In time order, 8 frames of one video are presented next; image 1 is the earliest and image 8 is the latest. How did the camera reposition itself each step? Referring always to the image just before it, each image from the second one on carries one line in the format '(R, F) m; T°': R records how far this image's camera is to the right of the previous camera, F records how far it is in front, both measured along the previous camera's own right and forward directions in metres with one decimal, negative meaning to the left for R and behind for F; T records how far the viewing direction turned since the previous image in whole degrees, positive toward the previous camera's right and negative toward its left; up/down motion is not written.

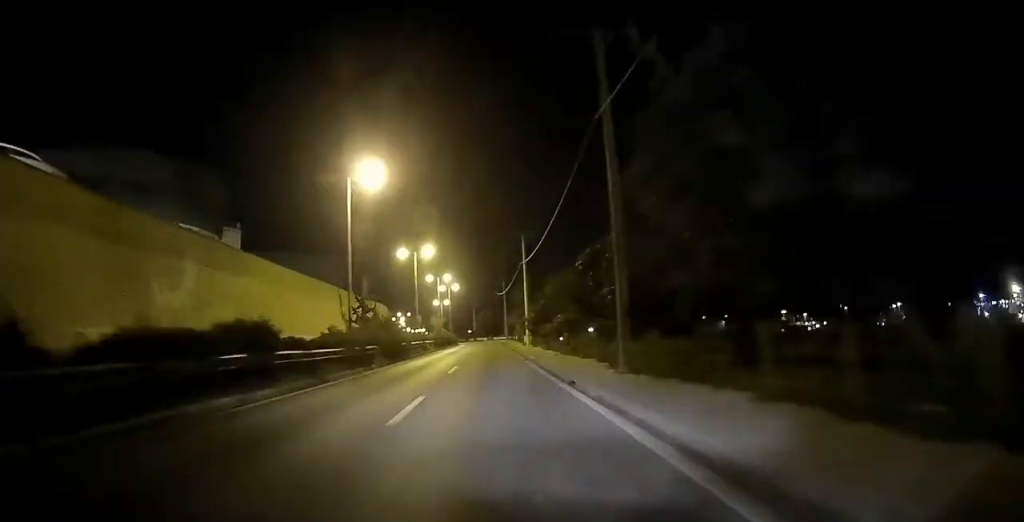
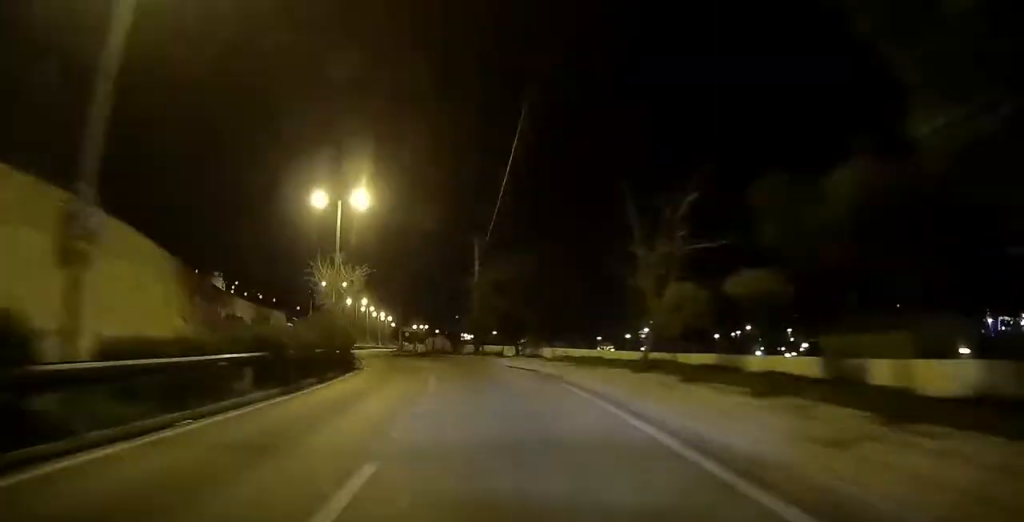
(-2.4, +100.5) m; -5°
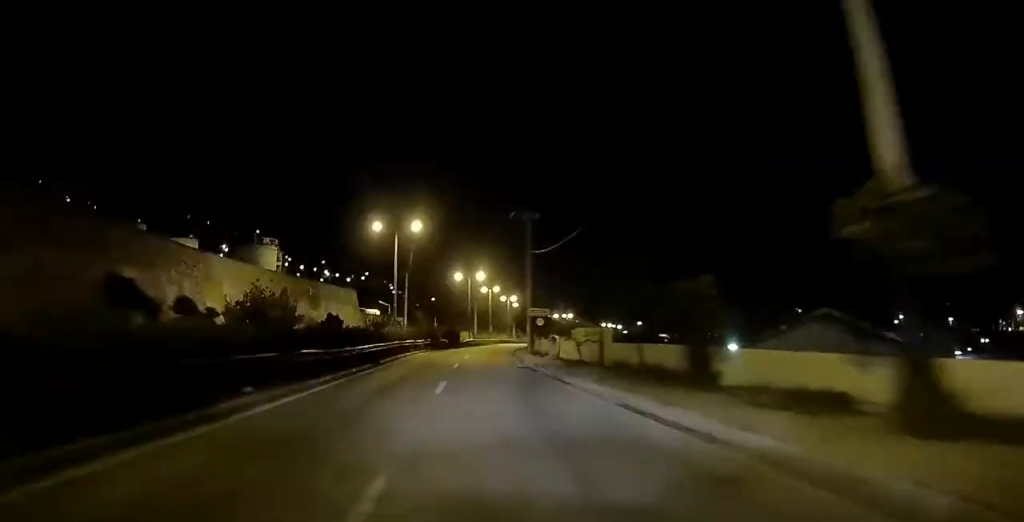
(-1.1, +40.5) m; -1°
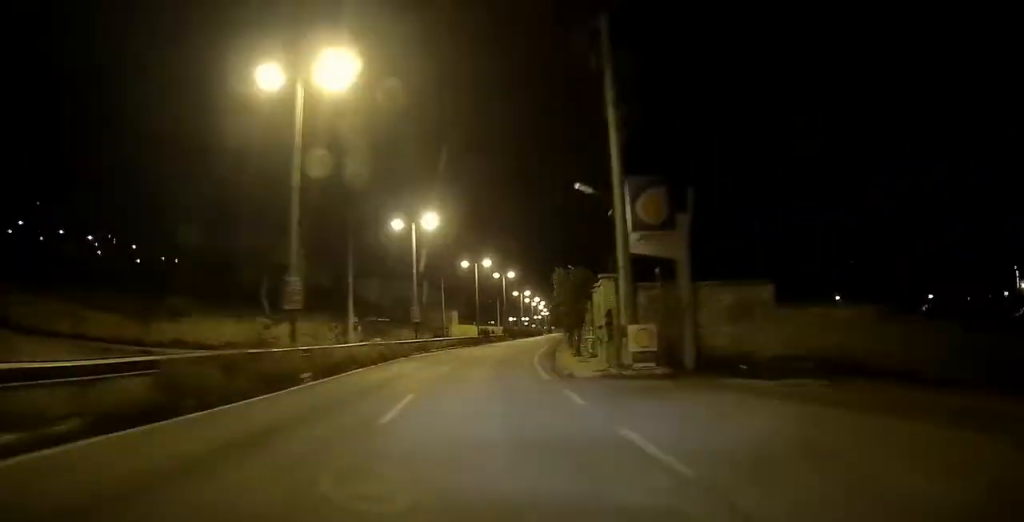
(+2.3, +134.2) m; +6°
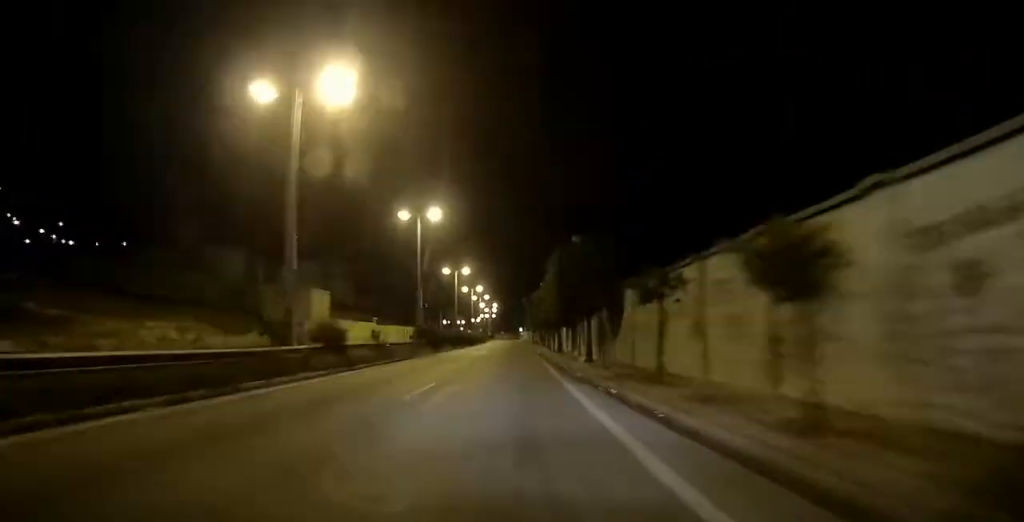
(+1.1, +47.6) m; +3°
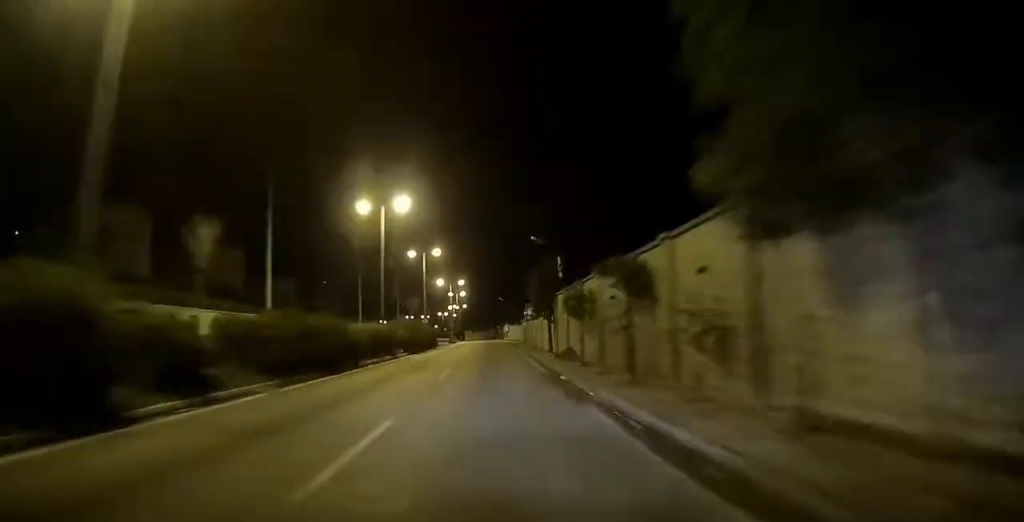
(+2.4, +61.1) m; -1°
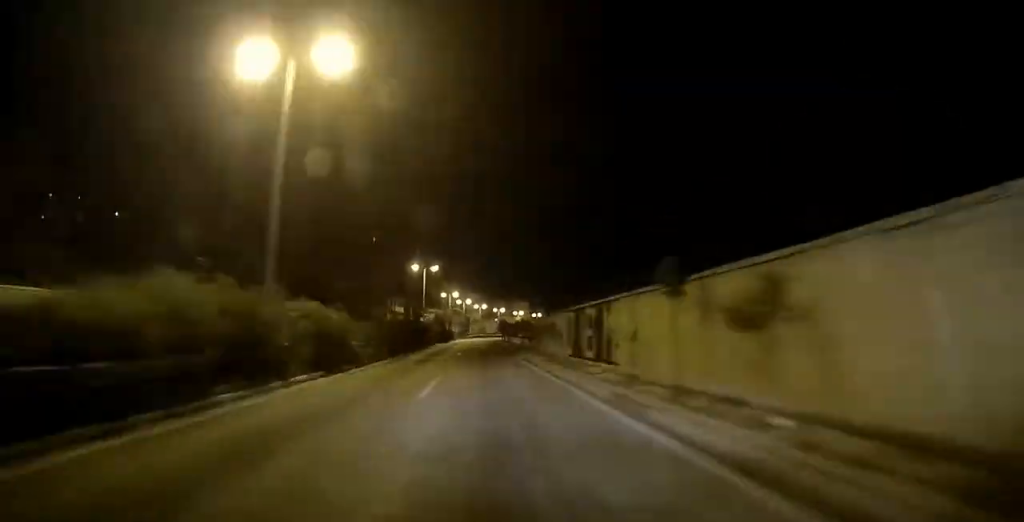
(-25.4, +243.0) m; -15°
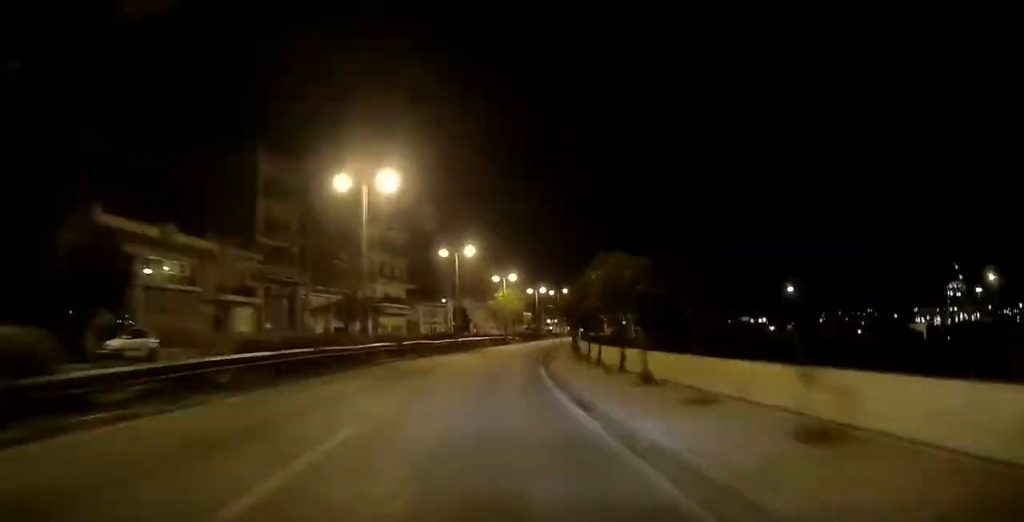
(+3.0, +103.1) m; +7°
